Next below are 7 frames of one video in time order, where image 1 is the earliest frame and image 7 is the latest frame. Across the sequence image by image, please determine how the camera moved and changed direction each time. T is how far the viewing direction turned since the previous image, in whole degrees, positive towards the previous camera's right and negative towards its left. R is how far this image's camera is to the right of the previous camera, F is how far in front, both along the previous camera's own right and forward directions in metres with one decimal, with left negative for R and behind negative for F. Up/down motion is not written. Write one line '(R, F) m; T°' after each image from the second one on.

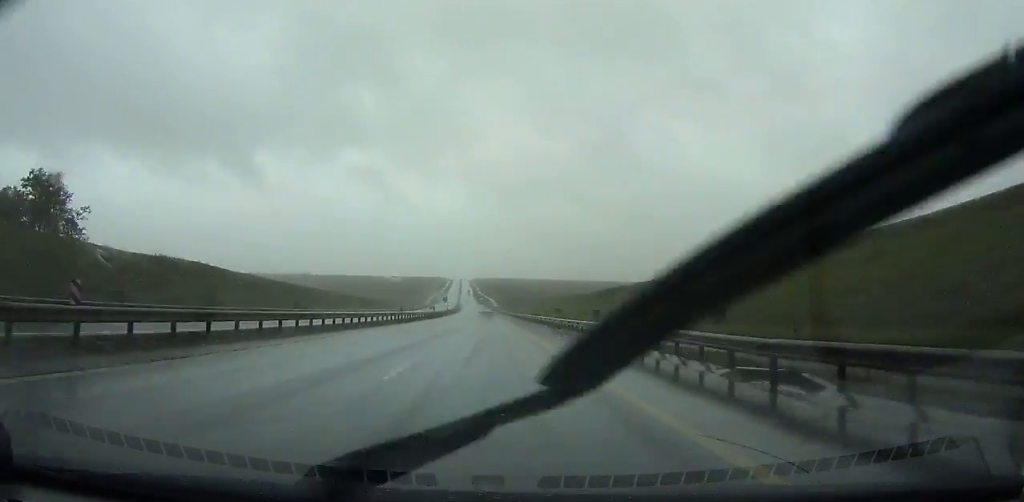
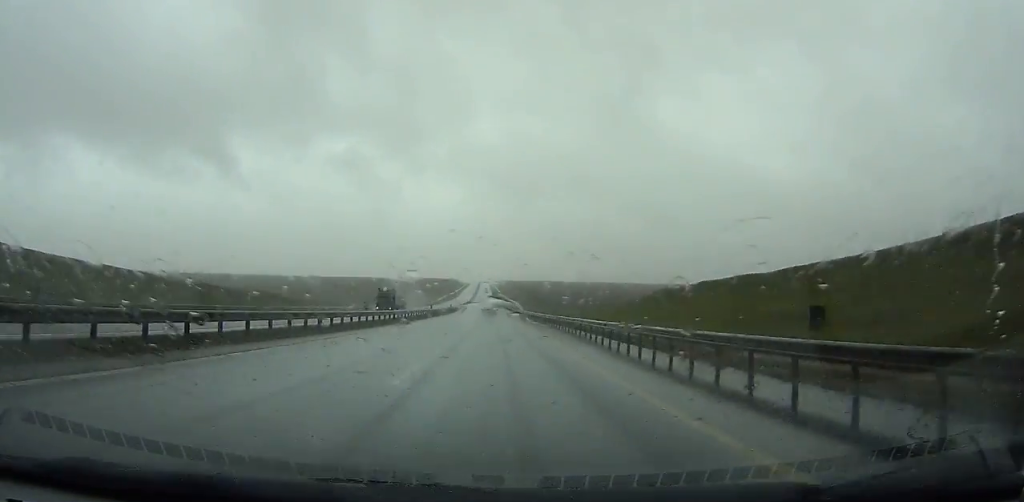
(-2.6, +134.4) m; -2°
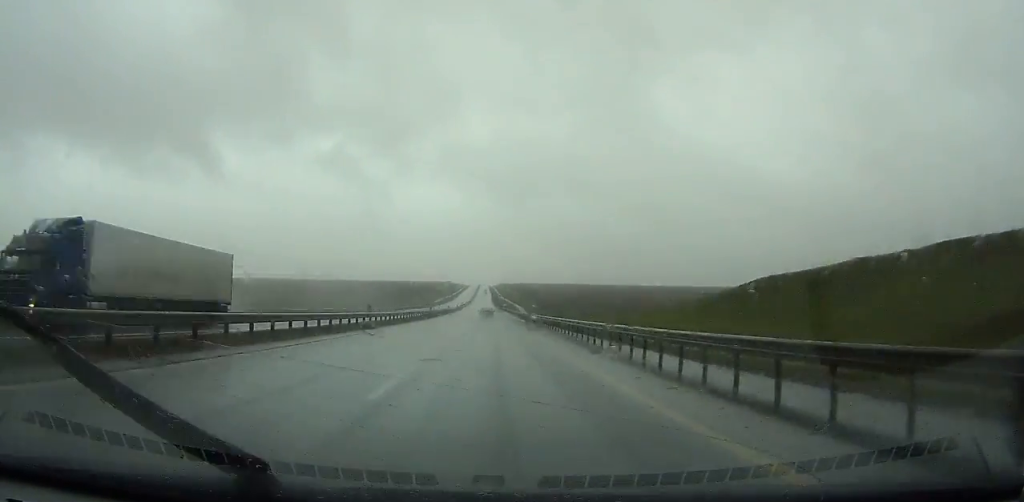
(-0.1, +36.9) m; 0°
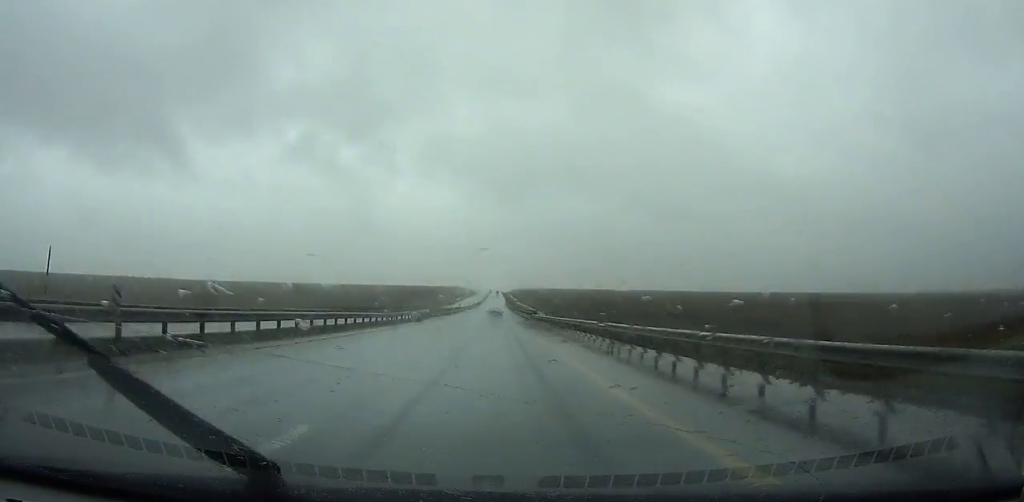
(-0.9, +113.0) m; -1°
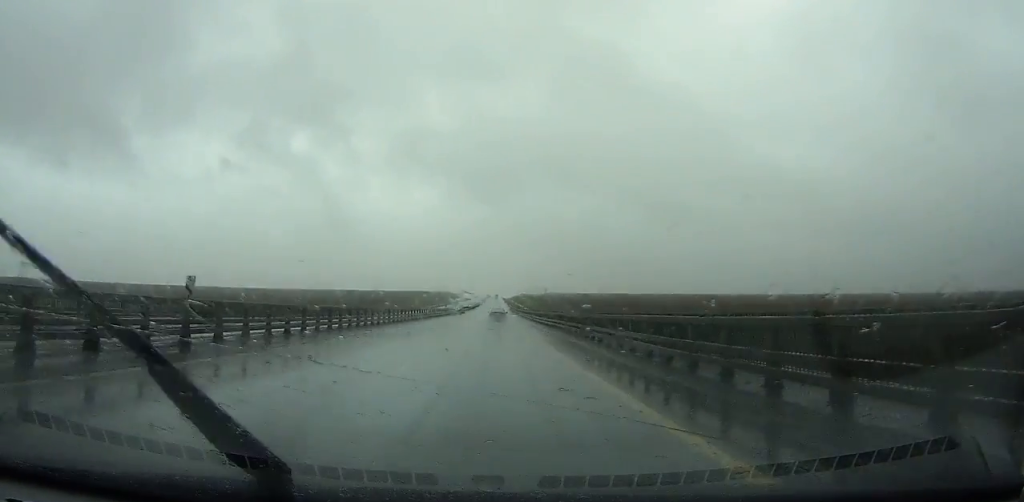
(-0.4, +111.9) m; 0°
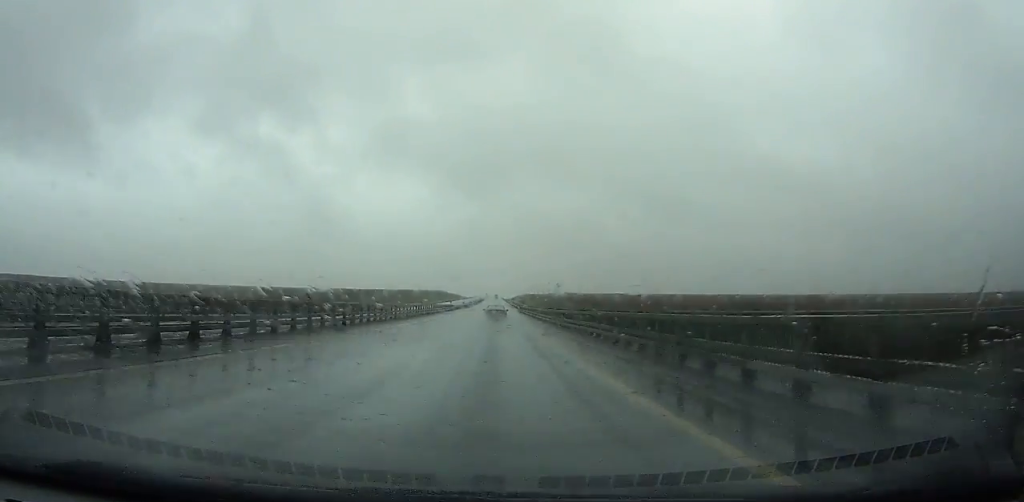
(+0.1, +65.7) m; 0°
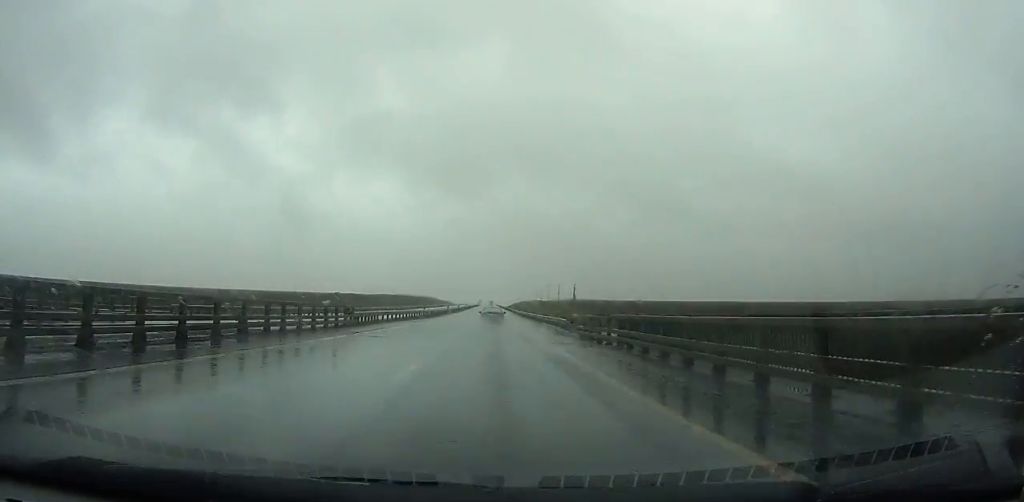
(+0.3, +75.0) m; 0°
